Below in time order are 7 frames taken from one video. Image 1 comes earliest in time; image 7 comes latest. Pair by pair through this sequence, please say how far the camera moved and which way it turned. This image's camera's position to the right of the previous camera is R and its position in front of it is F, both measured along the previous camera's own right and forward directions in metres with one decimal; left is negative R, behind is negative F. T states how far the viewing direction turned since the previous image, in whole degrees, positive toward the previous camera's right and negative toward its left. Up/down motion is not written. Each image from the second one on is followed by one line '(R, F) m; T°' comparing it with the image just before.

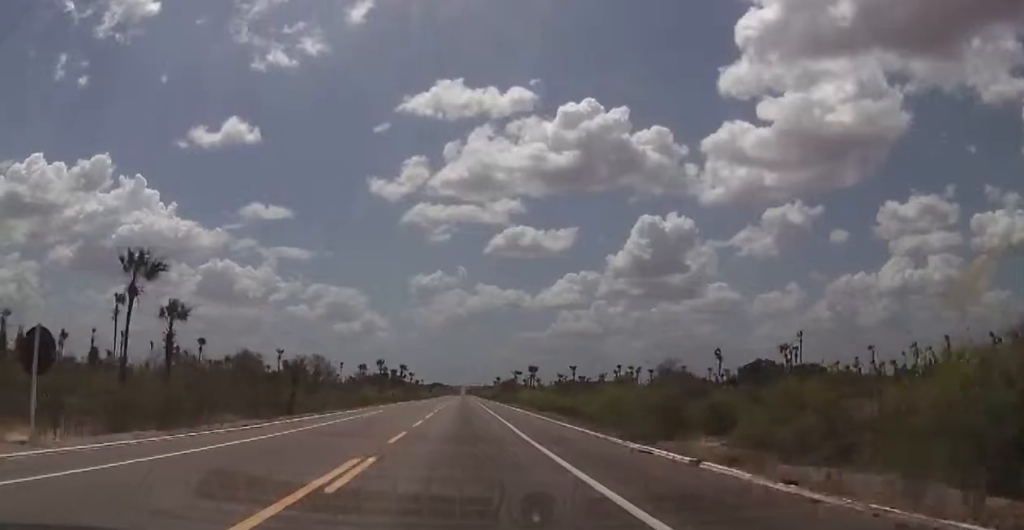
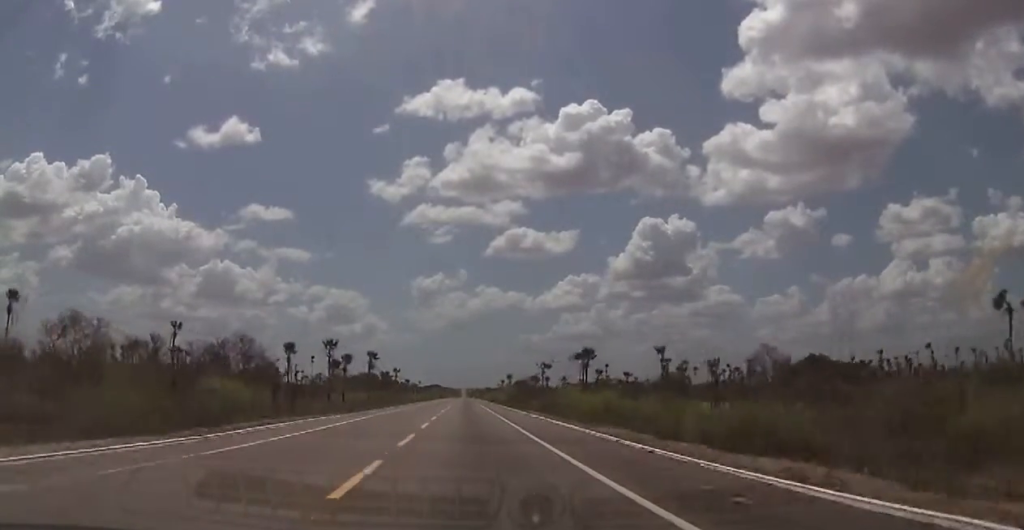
(-0.7, +48.0) m; -1°
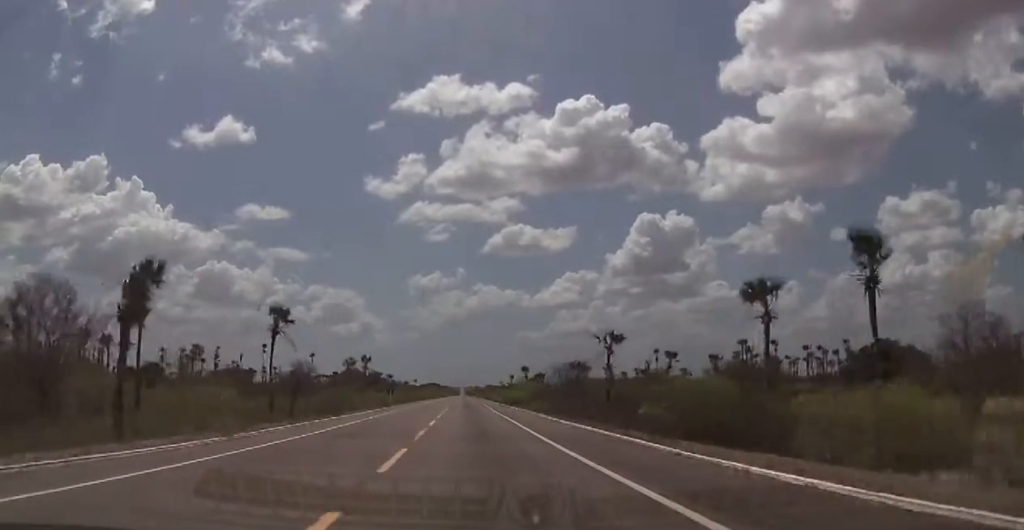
(+0.7, +45.2) m; +1°
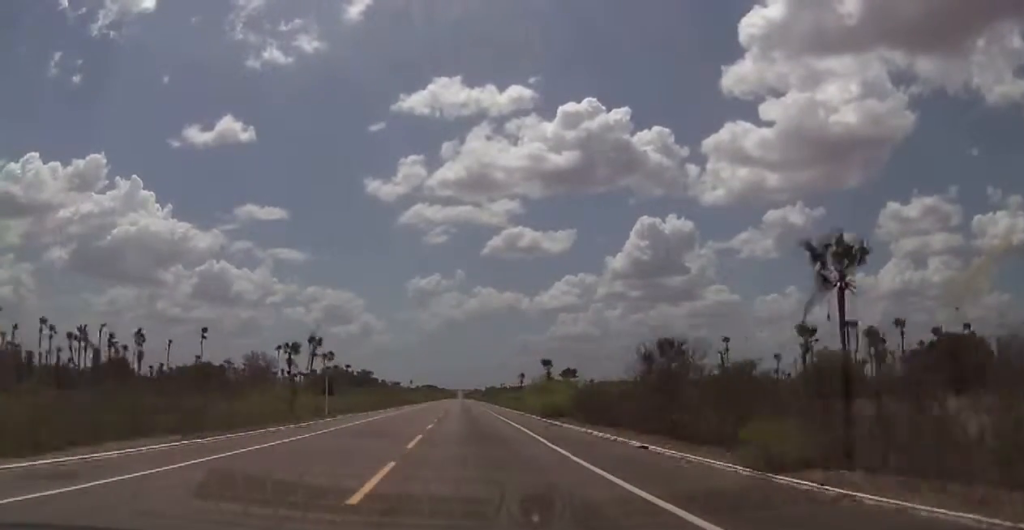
(-0.1, +34.5) m; 0°
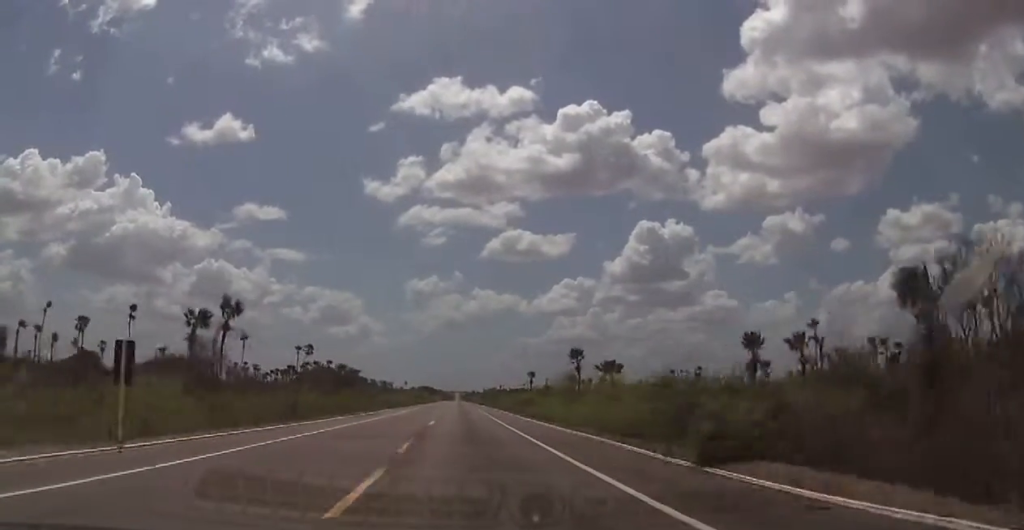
(0.0, +24.9) m; 0°
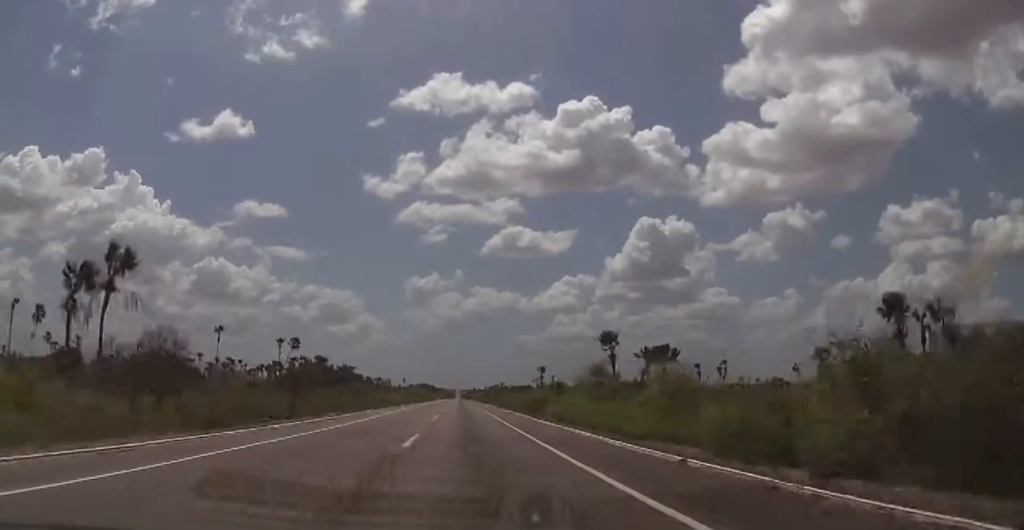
(0.0, +15.0) m; 0°
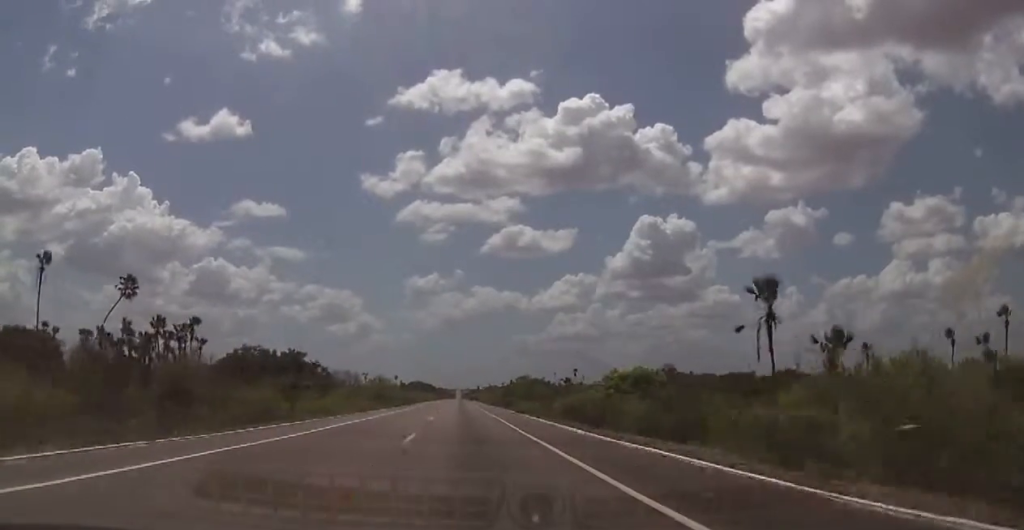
(+0.1, +78.6) m; 0°
